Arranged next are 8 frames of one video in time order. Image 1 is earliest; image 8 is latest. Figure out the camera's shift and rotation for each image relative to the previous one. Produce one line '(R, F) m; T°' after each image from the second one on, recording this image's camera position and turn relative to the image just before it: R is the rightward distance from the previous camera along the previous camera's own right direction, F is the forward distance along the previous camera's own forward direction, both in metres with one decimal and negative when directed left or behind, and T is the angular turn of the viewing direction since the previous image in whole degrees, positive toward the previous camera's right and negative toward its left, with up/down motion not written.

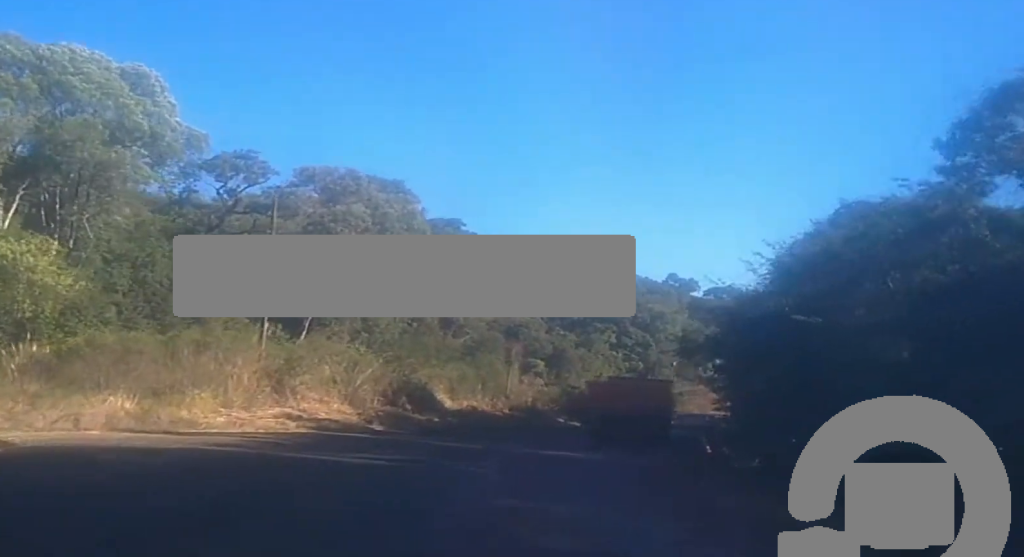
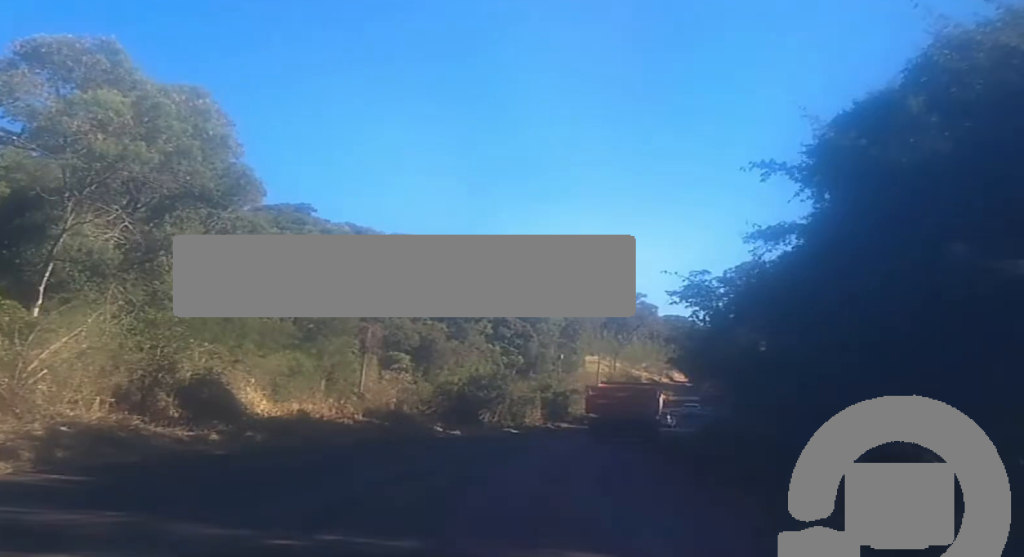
(+2.4, +22.0) m; +11°
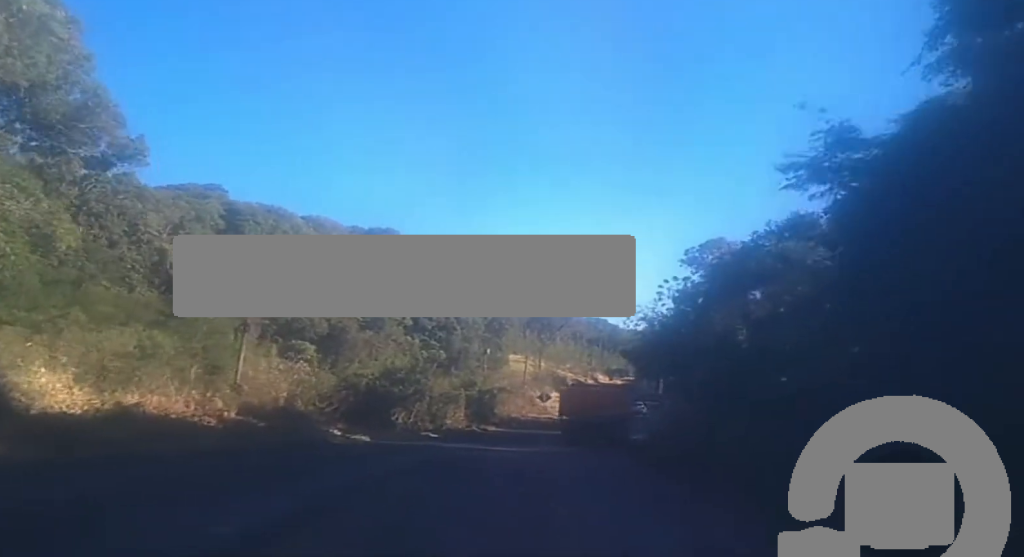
(+0.8, +11.7) m; +3°
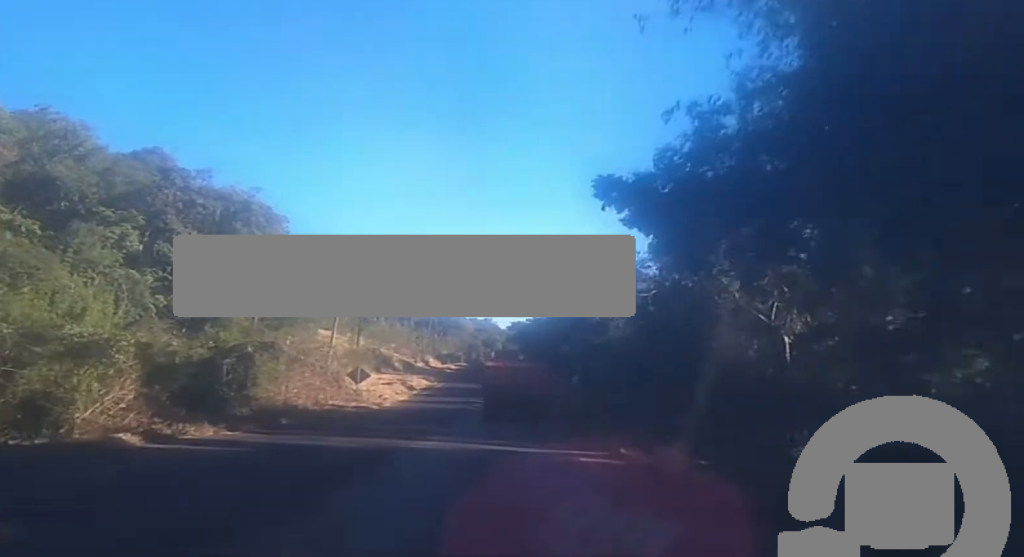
(+0.5, +38.8) m; +1°
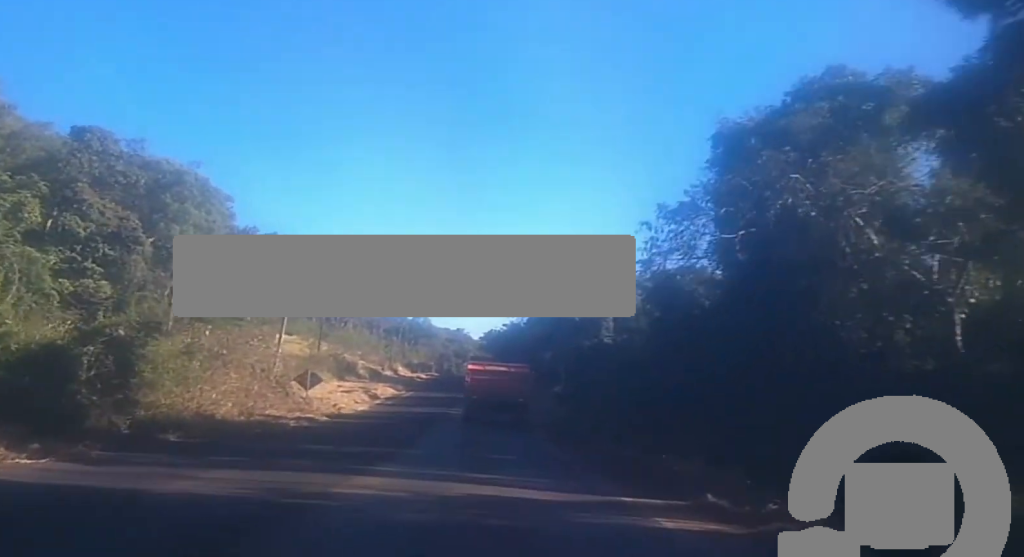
(0.0, +11.3) m; +2°
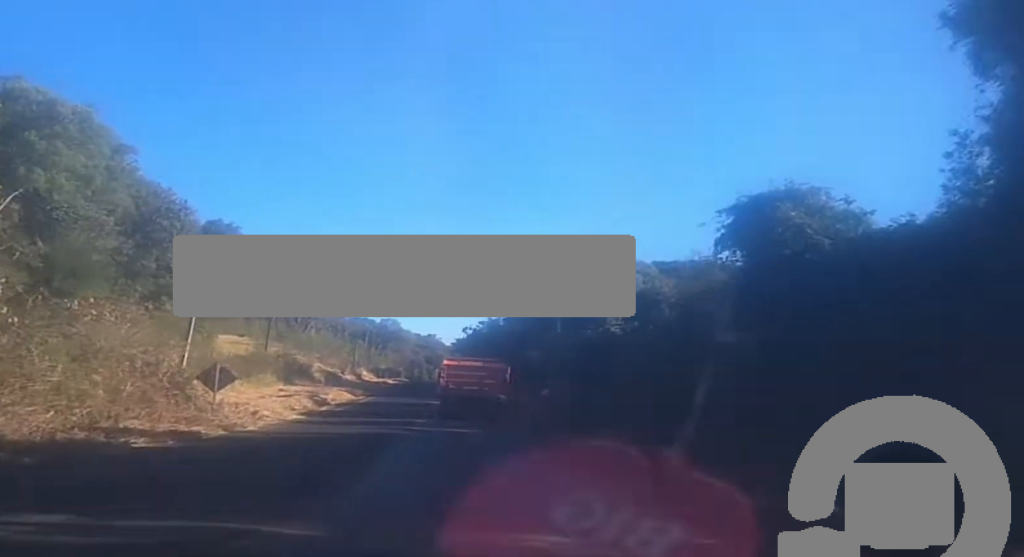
(0.0, +14.7) m; +3°
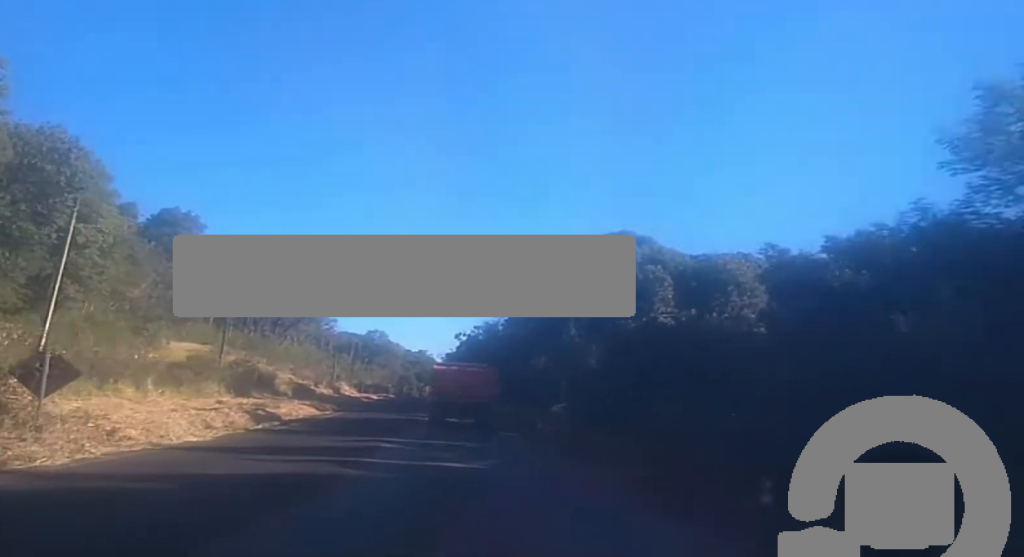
(+0.8, +14.9) m; +3°
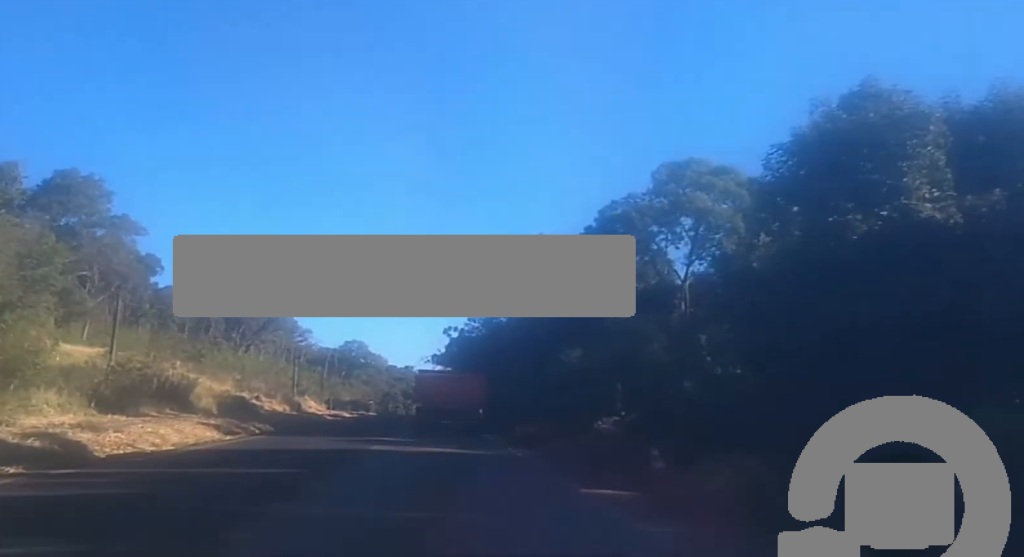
(+0.2, +25.1) m; +1°
